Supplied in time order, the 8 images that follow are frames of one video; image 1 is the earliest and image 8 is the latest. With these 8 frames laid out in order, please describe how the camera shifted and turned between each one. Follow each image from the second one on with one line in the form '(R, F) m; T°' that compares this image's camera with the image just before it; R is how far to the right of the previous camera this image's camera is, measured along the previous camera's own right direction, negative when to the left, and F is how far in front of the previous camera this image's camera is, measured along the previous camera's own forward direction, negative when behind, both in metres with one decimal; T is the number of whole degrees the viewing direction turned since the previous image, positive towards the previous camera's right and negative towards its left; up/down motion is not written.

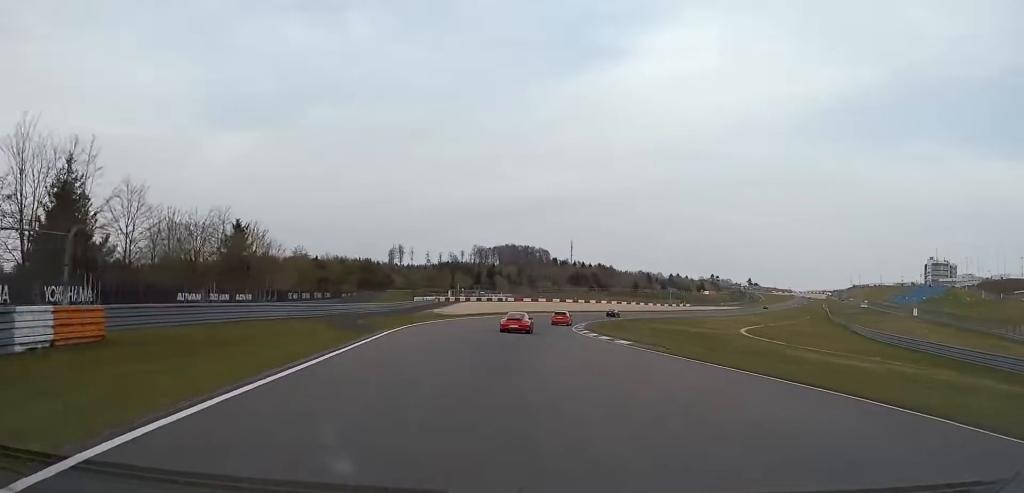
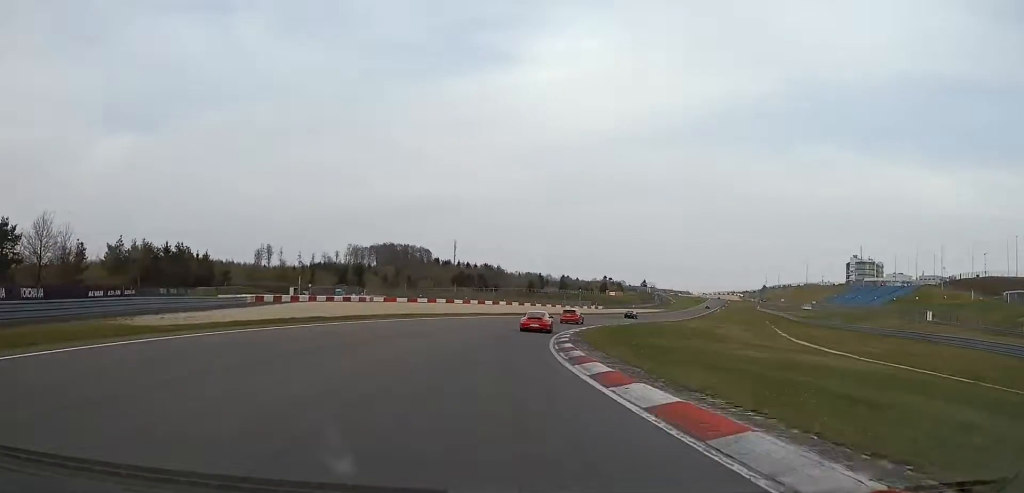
(+2.8, +55.8) m; +9°
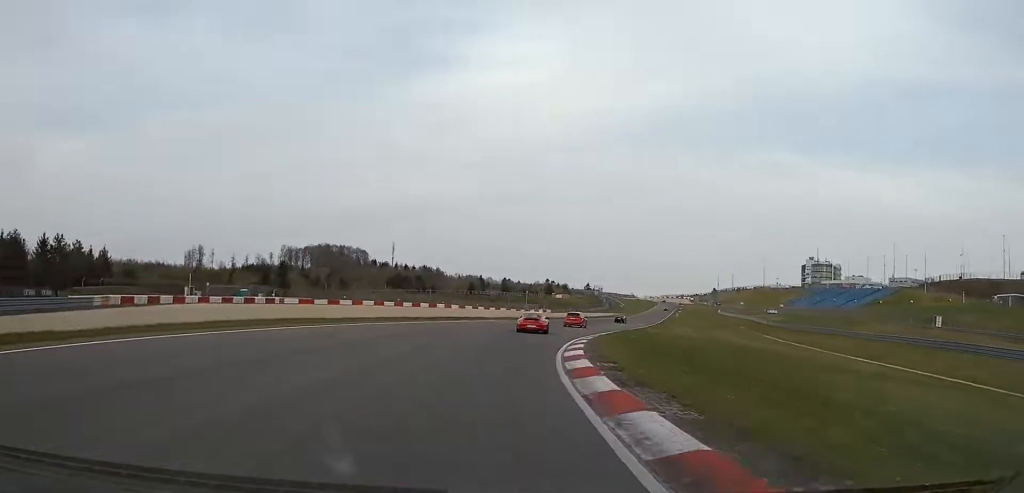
(+1.3, +23.2) m; +5°
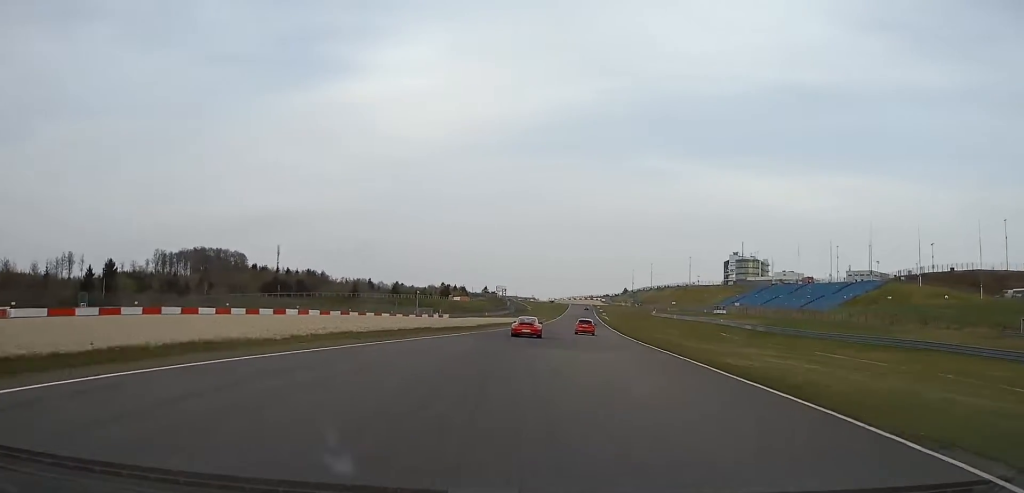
(+4.8, +49.0) m; +10°
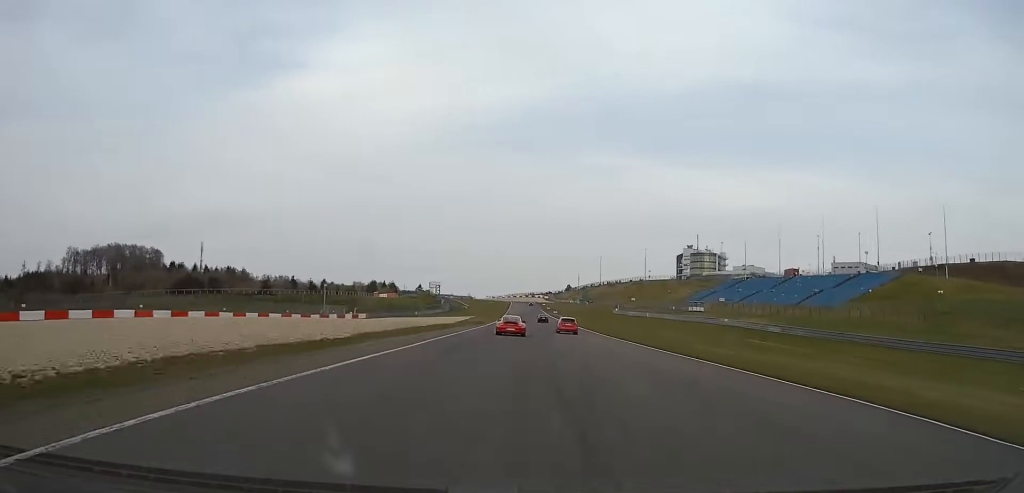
(+2.2, +37.4) m; +6°
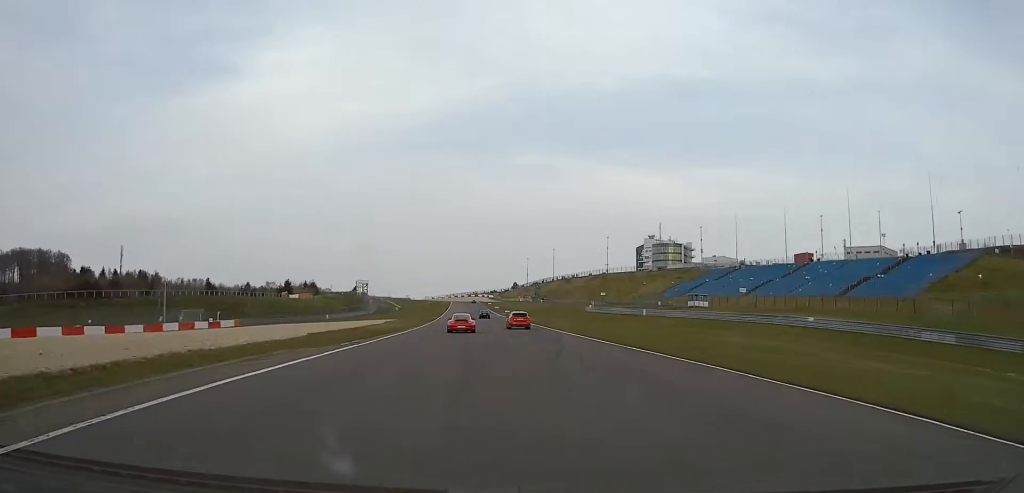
(+2.5, +49.0) m; +5°
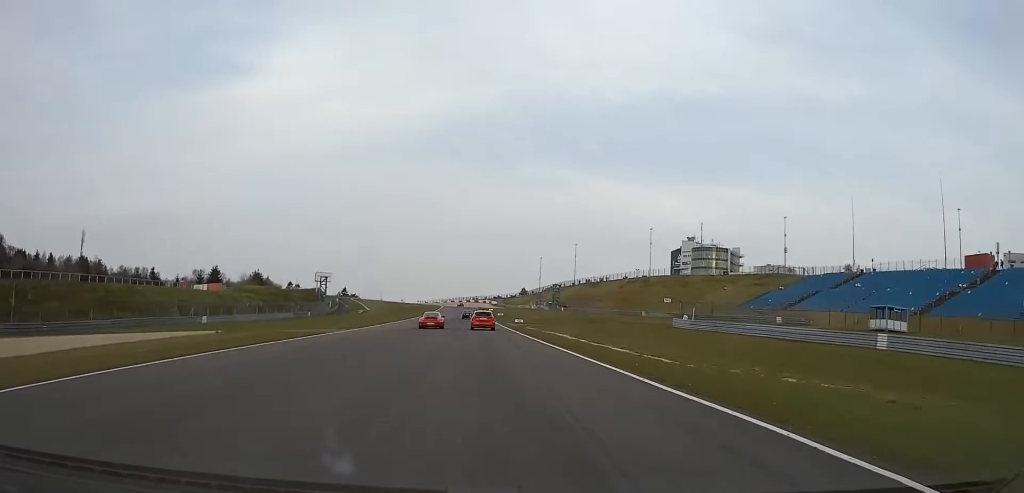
(+2.5, +70.9) m; +2°
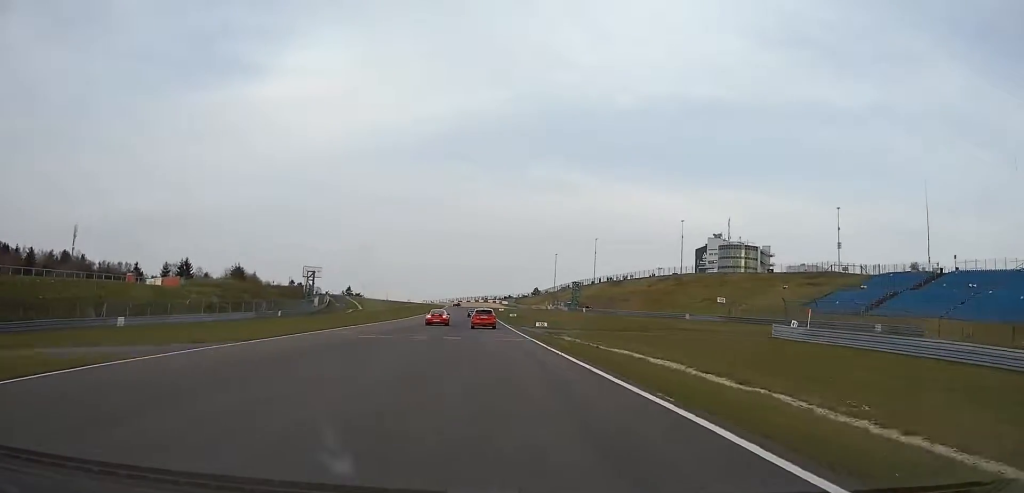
(-0.1, +26.0) m; -1°
